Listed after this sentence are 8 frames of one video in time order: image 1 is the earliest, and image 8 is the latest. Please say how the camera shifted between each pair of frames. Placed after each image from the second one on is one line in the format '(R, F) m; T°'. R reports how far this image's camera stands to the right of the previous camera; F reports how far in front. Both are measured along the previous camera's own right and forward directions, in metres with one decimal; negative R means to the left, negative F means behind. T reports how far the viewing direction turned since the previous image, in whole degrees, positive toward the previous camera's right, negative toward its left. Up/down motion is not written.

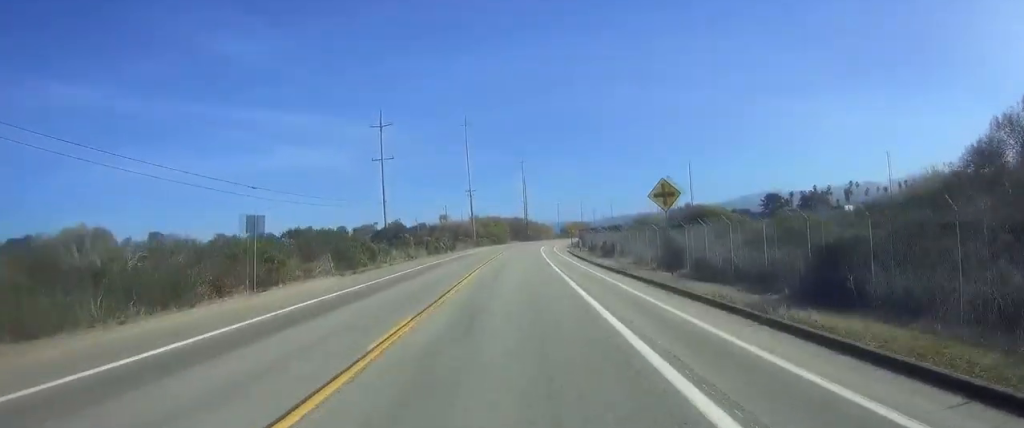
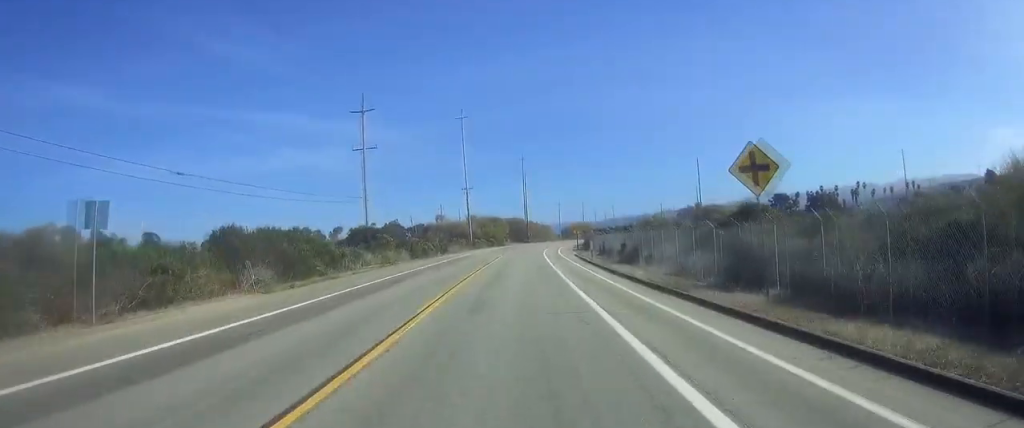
(+0.1, +9.9) m; 0°
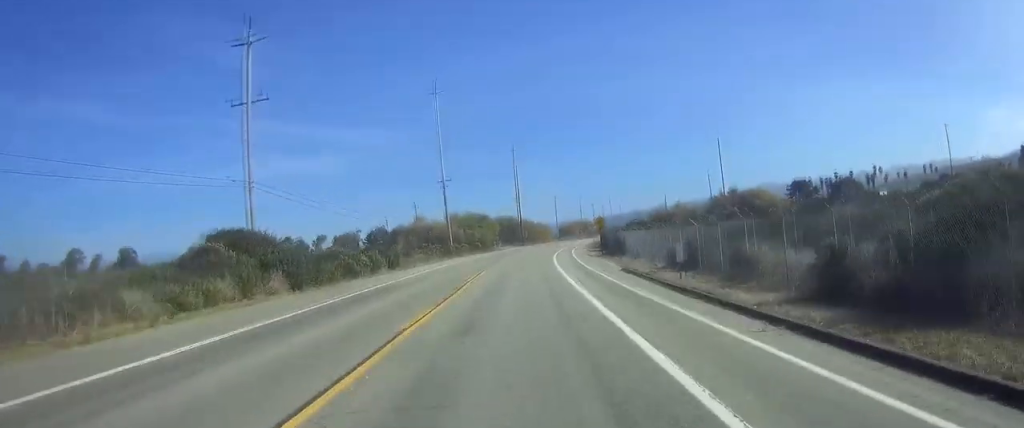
(+0.1, +30.5) m; 0°
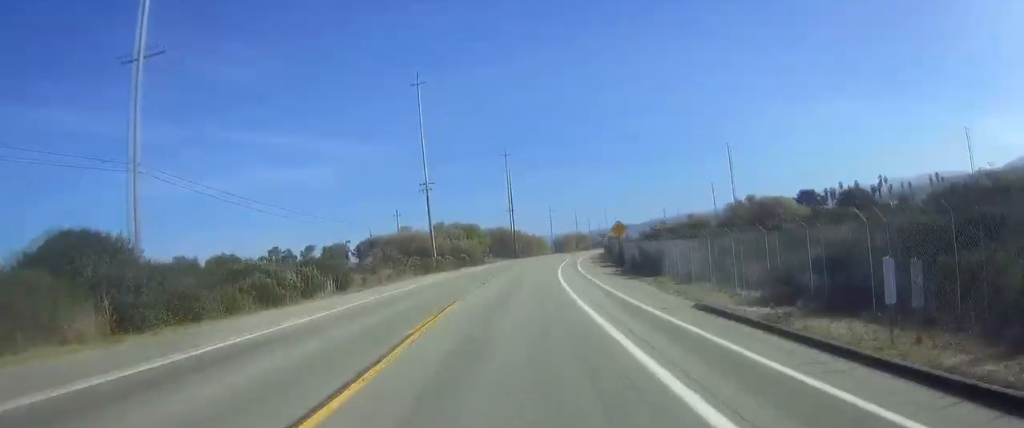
(0.0, +13.5) m; +1°
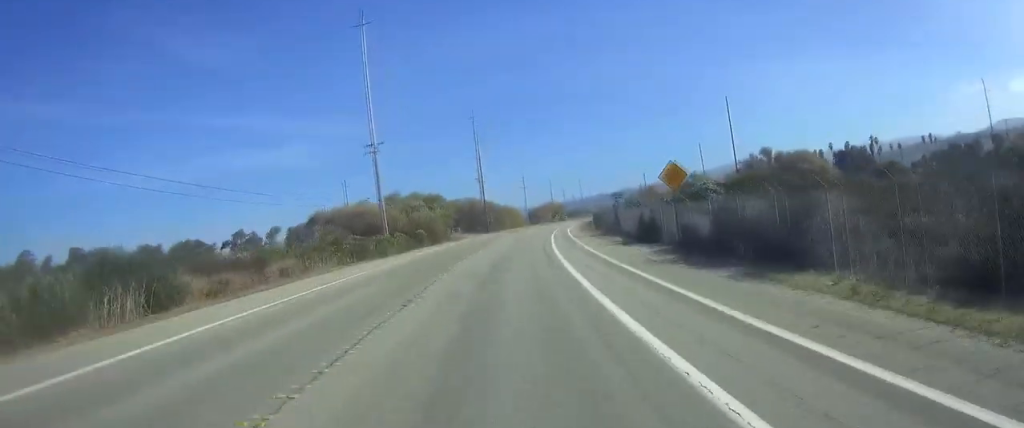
(+0.2, +19.4) m; +1°
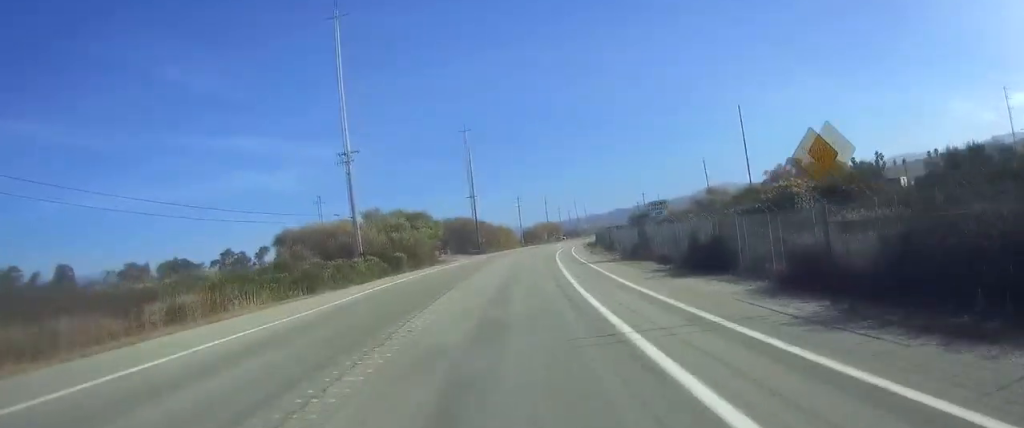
(+0.2, +11.2) m; +1°
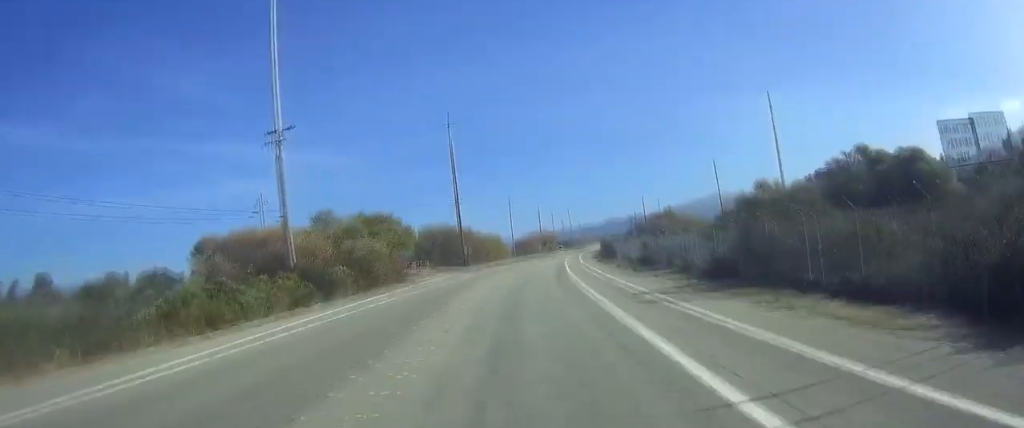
(+0.1, +19.7) m; +1°
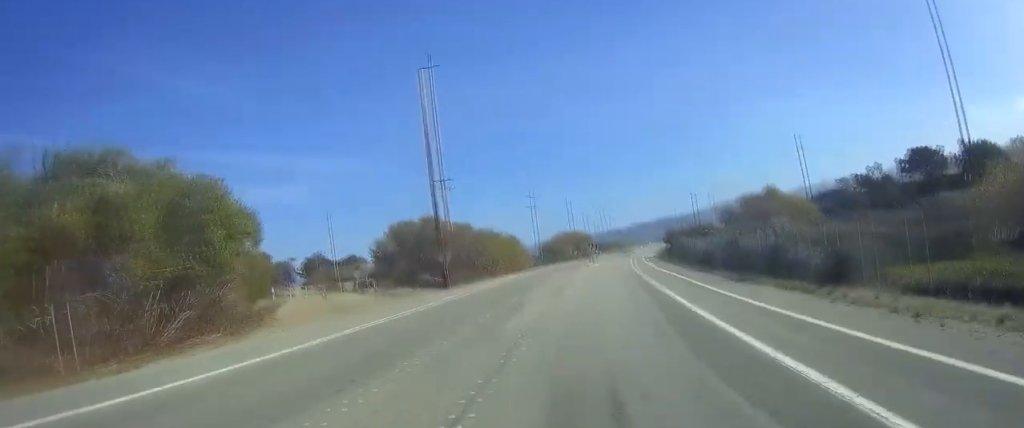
(+2.0, +47.8) m; +5°
